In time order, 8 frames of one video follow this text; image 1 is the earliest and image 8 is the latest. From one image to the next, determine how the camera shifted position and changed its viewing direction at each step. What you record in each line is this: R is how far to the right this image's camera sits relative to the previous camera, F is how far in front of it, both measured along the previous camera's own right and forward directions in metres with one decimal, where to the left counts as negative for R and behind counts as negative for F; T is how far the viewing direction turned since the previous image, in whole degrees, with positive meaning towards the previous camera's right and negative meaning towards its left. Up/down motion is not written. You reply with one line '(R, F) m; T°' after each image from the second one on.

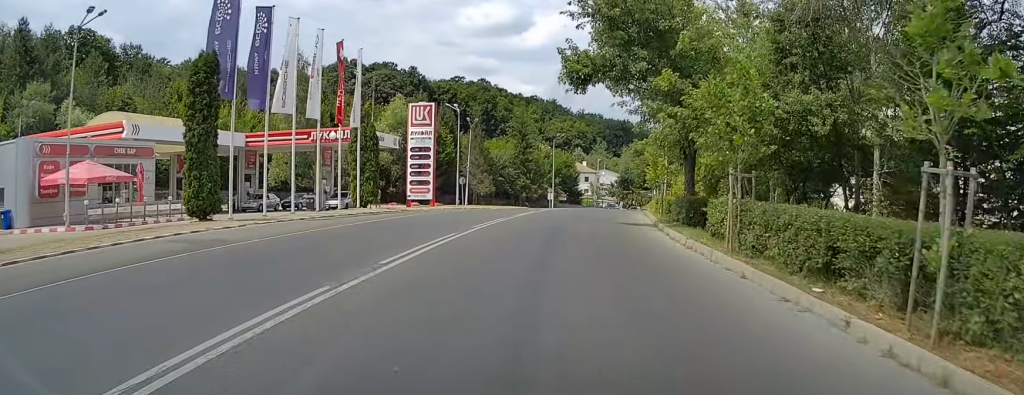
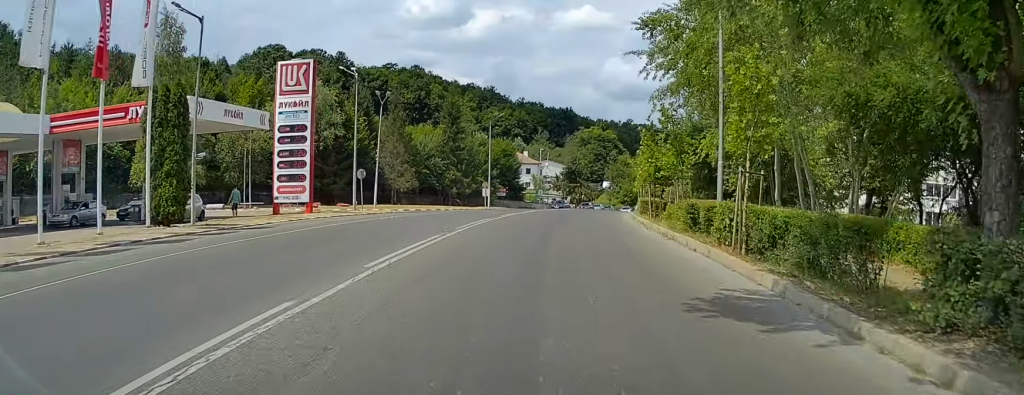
(+0.6, +18.9) m; +4°
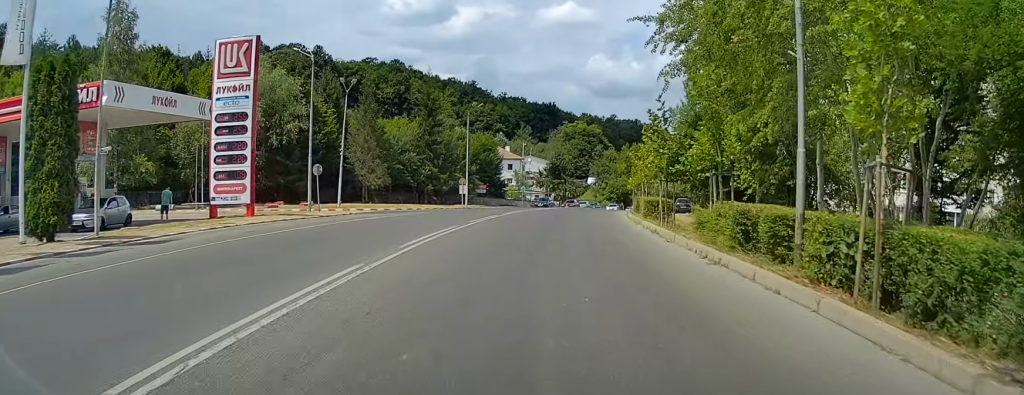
(0.0, +6.1) m; +1°
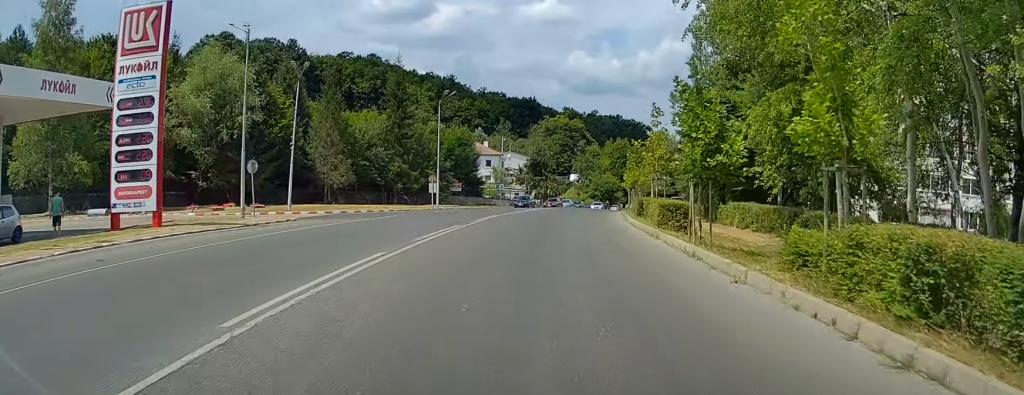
(+0.1, +7.2) m; +2°
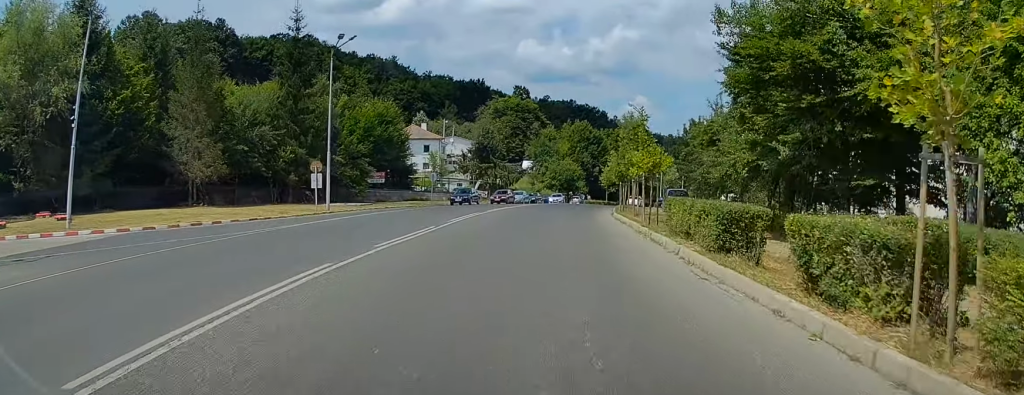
(+1.0, +19.9) m; +5°
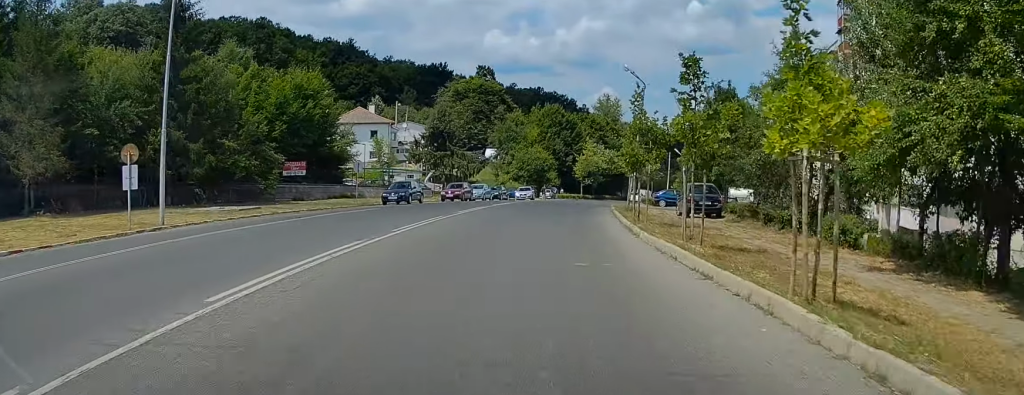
(+0.2, +15.1) m; +1°
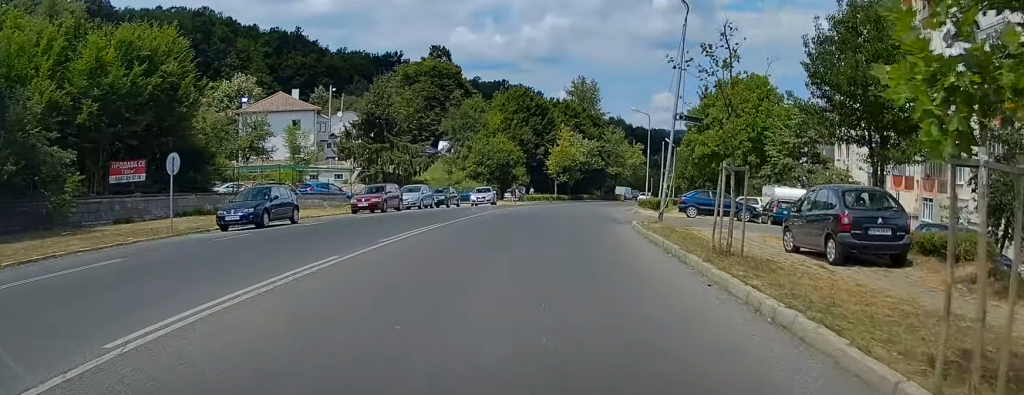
(+0.4, +19.2) m; +4°
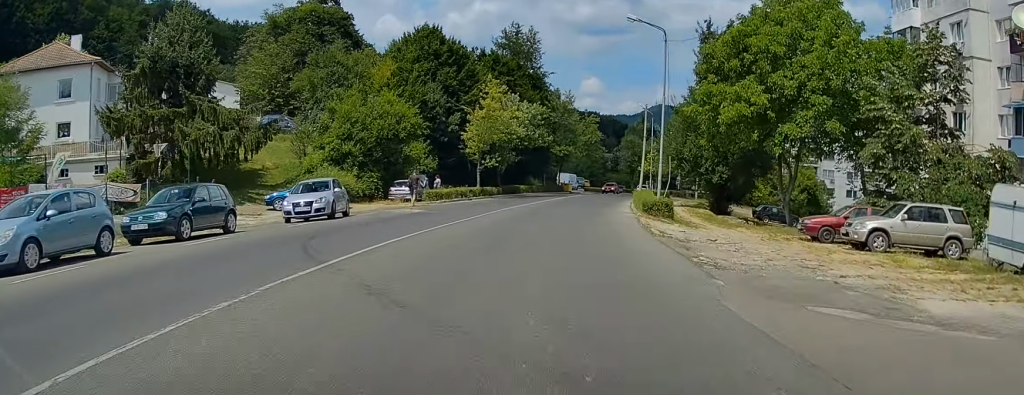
(+2.0, +30.3) m; +7°
